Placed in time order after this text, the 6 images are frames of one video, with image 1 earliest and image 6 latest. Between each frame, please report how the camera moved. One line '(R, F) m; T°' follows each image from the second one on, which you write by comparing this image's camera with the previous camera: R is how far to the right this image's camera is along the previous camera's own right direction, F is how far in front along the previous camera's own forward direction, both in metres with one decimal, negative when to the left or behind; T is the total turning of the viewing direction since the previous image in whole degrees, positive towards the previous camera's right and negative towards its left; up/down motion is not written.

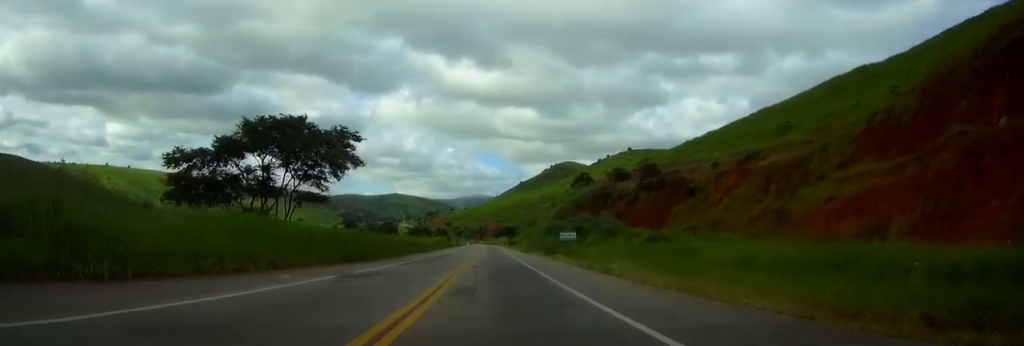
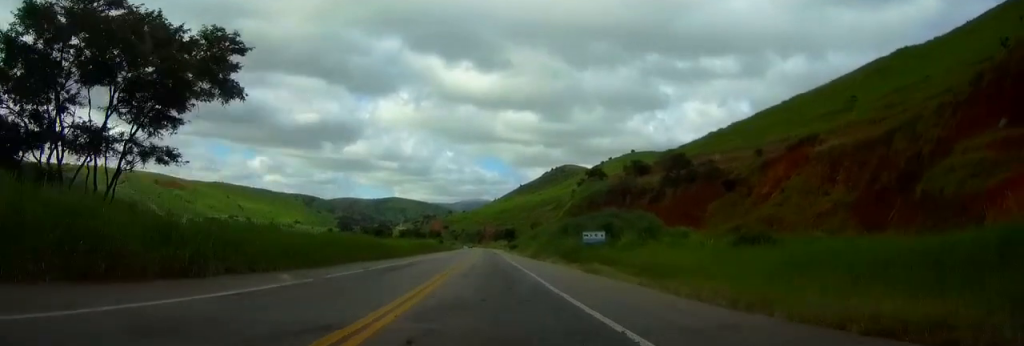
(-0.1, +23.2) m; -1°
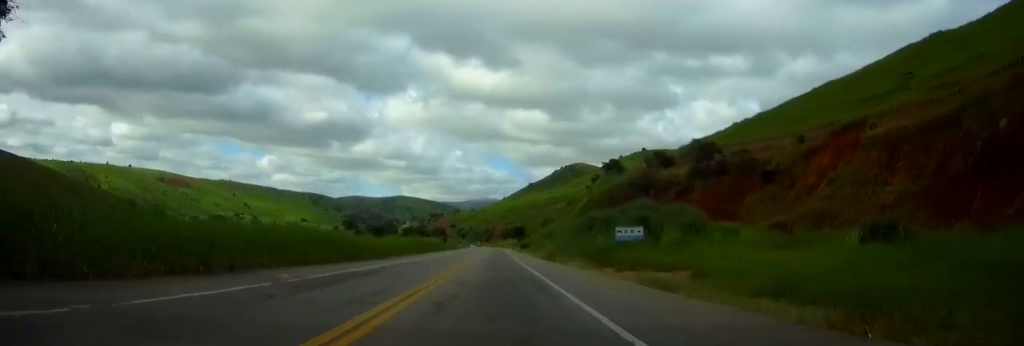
(-0.1, +13.1) m; 0°
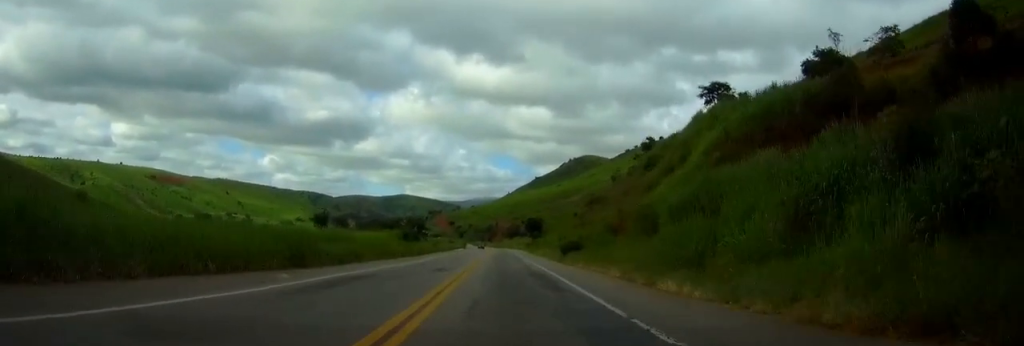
(-0.3, +68.5) m; 0°
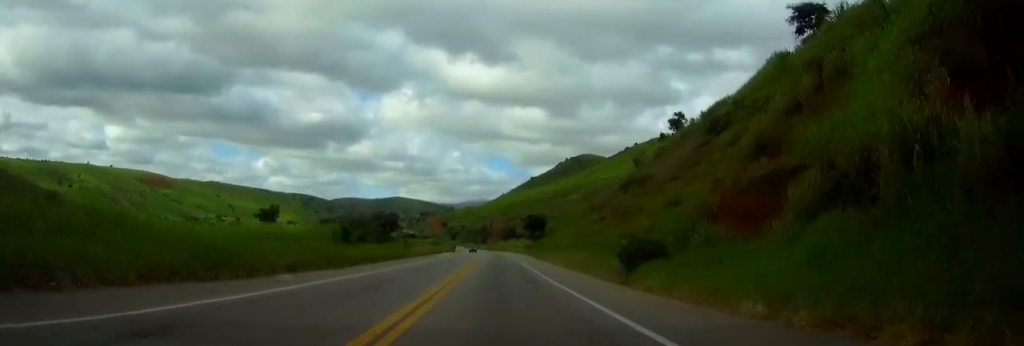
(0.0, +27.9) m; 0°
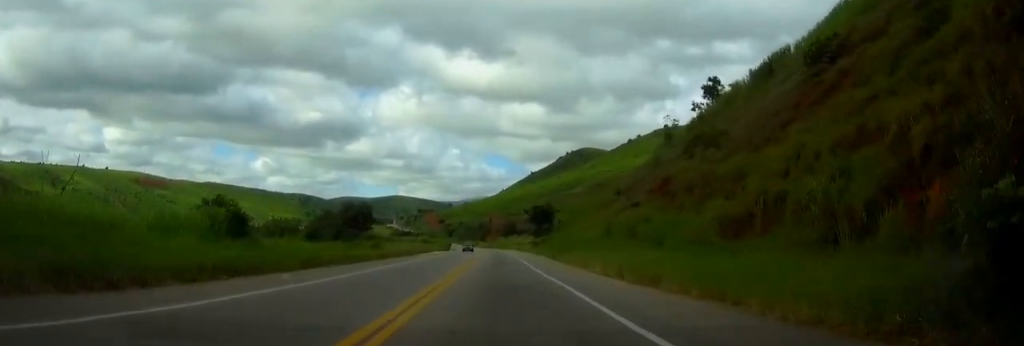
(+0.1, +20.8) m; 0°
